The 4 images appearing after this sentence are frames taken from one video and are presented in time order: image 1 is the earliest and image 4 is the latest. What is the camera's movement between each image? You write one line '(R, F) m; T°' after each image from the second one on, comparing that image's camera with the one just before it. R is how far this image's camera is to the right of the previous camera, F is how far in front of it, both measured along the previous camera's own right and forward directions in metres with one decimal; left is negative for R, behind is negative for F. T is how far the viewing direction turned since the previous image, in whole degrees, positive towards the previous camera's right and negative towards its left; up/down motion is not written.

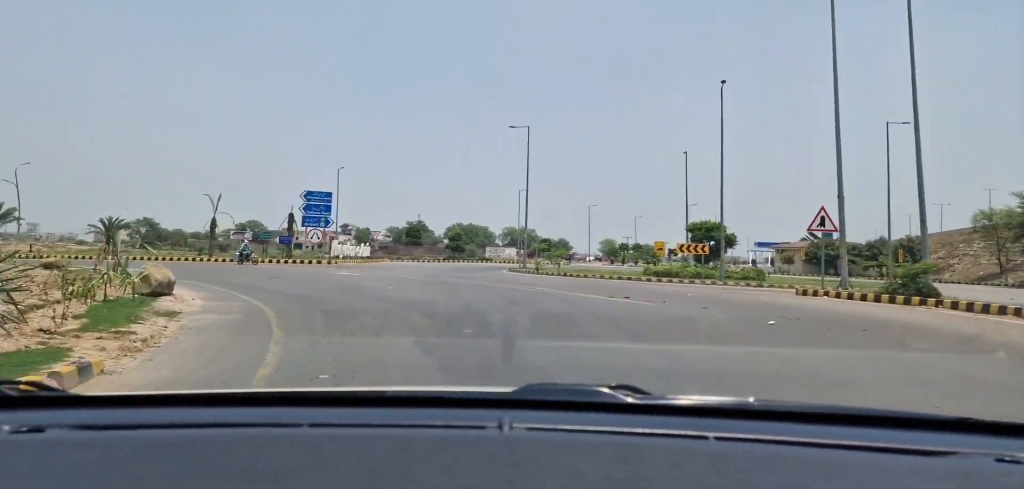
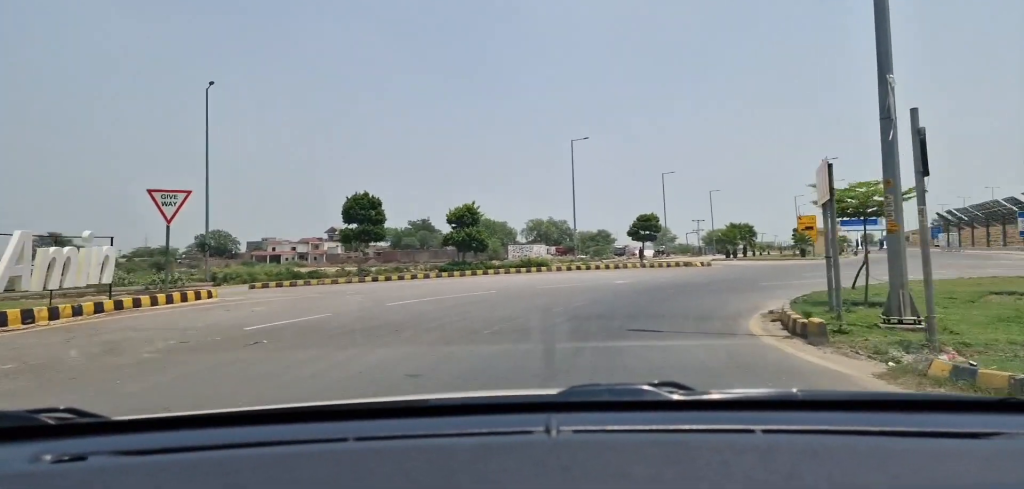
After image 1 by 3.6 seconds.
(-0.8, +48.3) m; +11°
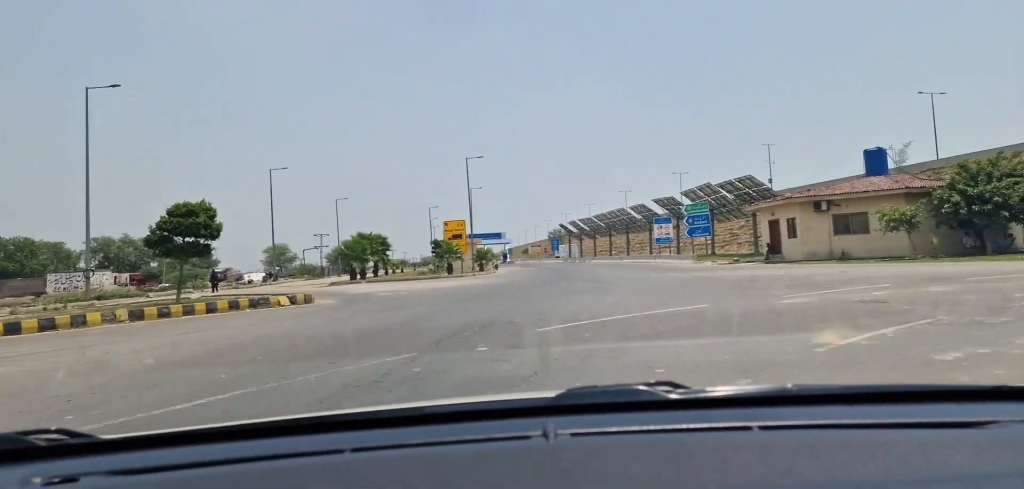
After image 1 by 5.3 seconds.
(+5.2, +22.4) m; +28°
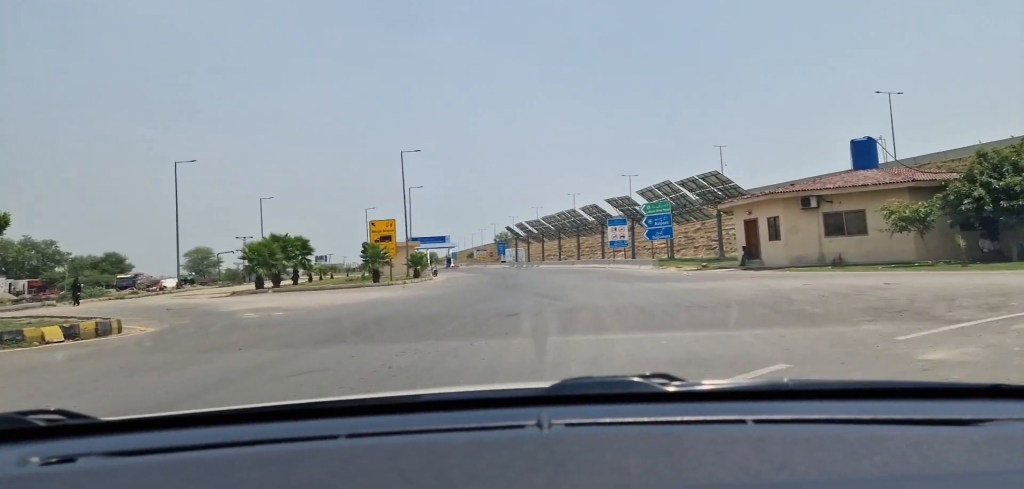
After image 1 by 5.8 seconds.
(+0.9, +7.1) m; +3°
